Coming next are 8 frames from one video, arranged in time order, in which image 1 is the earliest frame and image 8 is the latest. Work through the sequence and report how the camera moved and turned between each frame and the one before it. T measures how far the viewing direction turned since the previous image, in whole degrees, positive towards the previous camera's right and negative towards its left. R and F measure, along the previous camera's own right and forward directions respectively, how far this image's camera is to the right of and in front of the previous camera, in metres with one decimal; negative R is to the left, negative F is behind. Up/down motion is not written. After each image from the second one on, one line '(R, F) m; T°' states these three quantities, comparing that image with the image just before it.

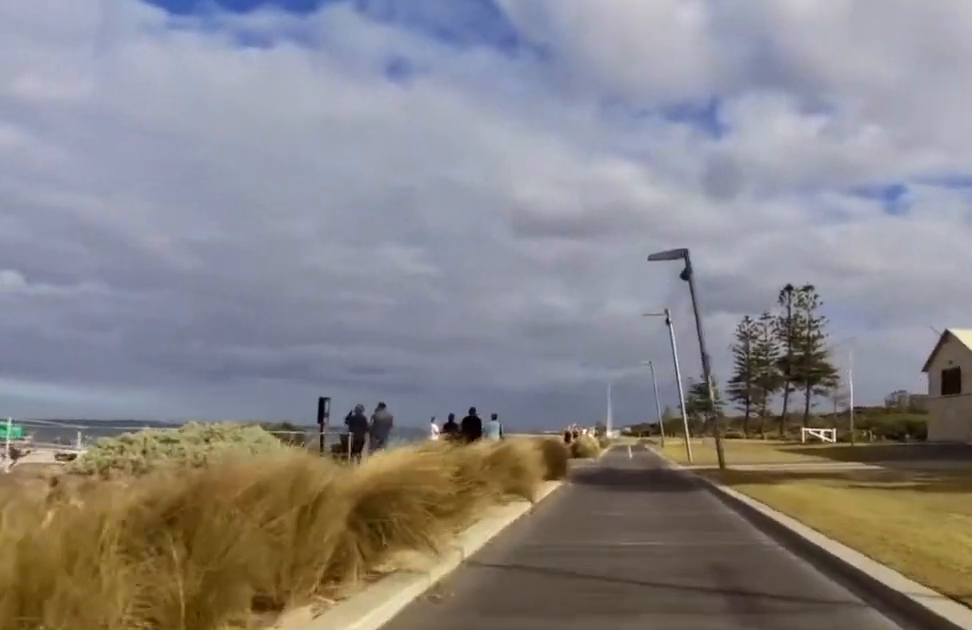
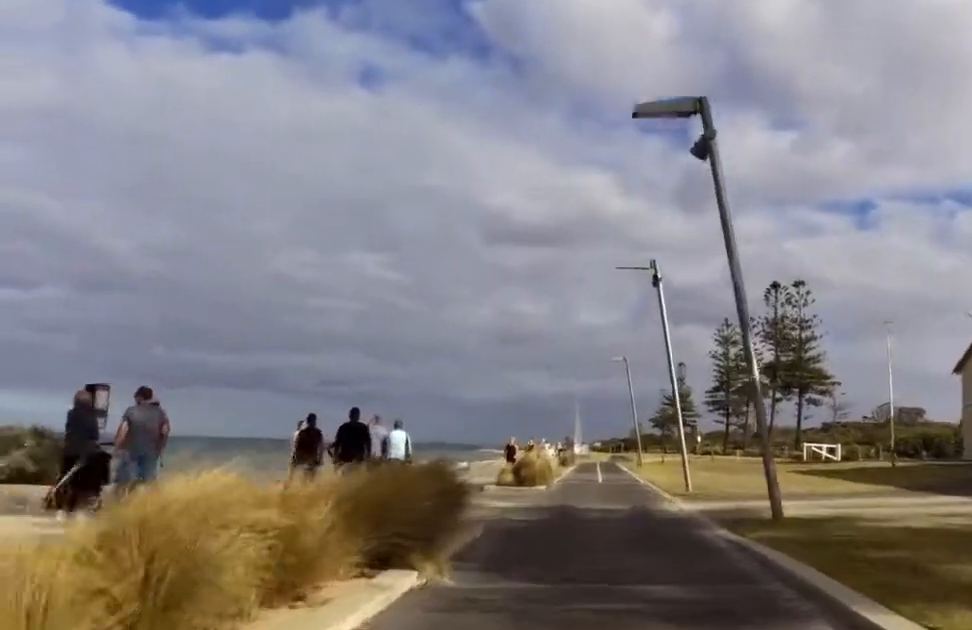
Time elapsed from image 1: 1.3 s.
(-1.2, +9.3) m; -14°
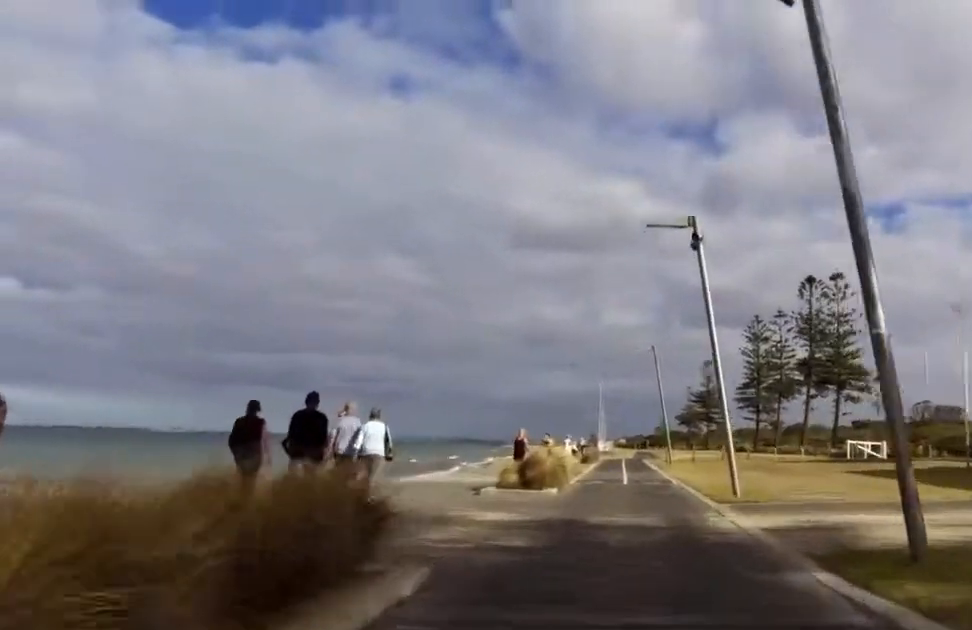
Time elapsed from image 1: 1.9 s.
(-0.7, +4.0) m; +4°
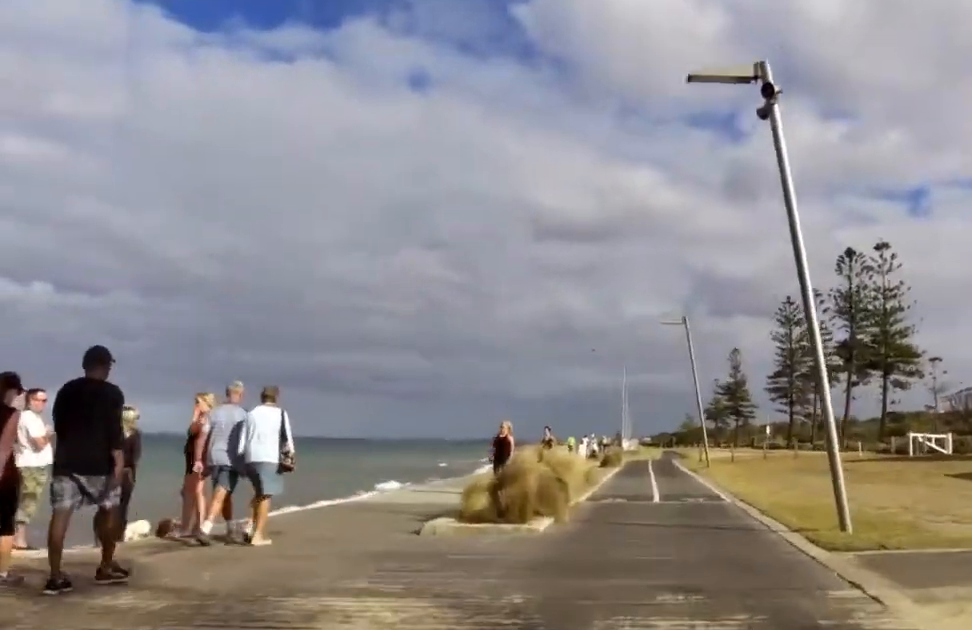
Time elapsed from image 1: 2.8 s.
(+0.9, +5.7) m; +7°
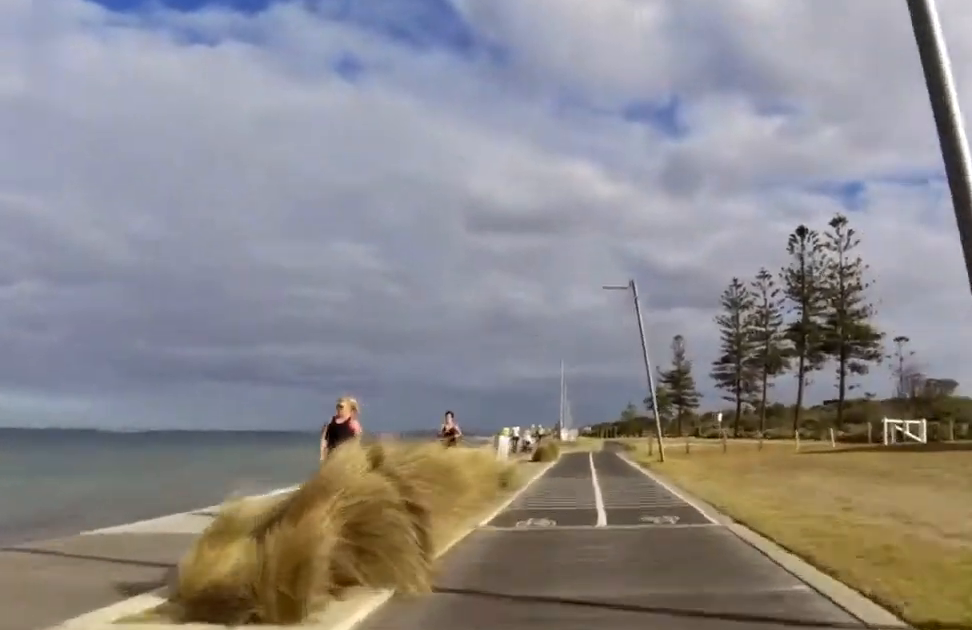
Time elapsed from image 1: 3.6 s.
(+0.2, +5.3) m; 0°
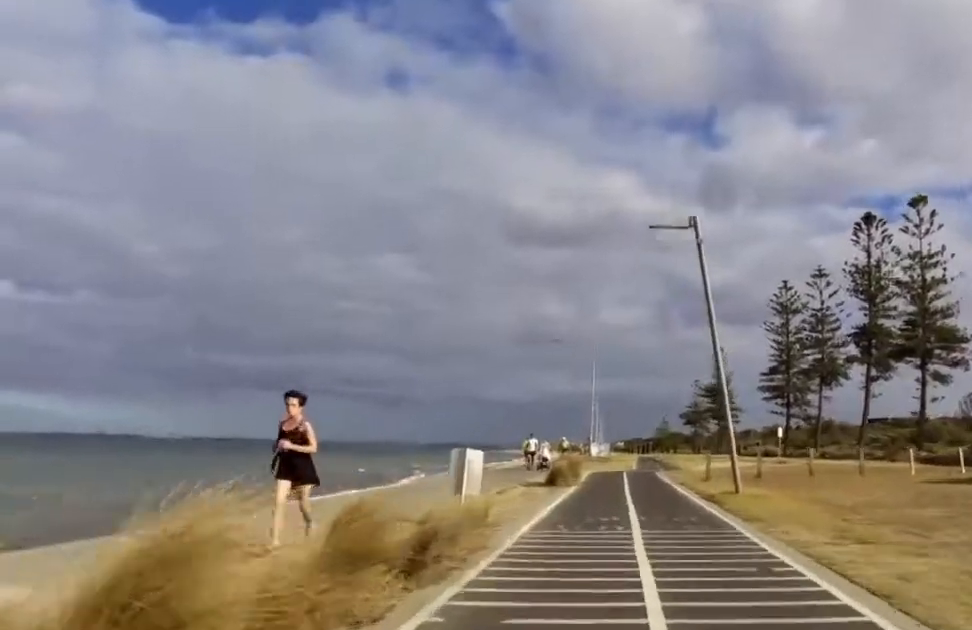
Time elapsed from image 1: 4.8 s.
(-0.7, +8.5) m; -9°
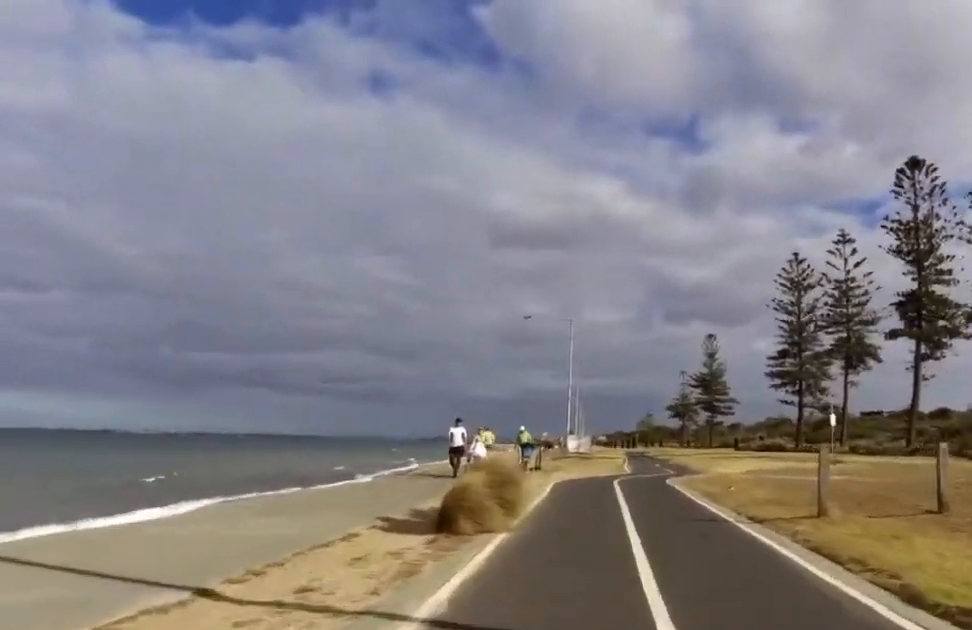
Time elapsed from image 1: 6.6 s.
(0.0, +12.6) m; +8°
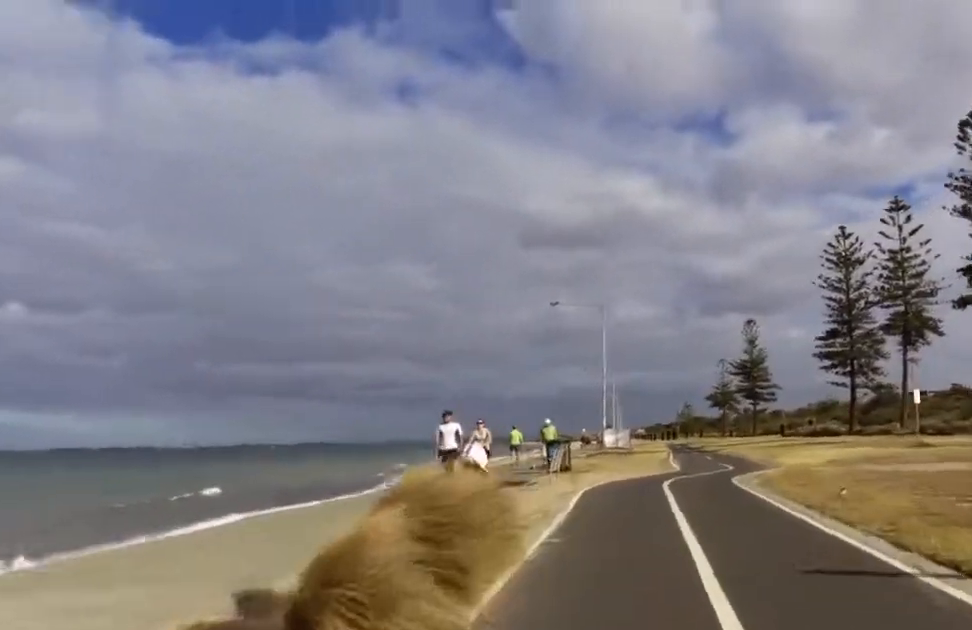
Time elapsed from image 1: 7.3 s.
(+0.8, +4.9) m; +3°
